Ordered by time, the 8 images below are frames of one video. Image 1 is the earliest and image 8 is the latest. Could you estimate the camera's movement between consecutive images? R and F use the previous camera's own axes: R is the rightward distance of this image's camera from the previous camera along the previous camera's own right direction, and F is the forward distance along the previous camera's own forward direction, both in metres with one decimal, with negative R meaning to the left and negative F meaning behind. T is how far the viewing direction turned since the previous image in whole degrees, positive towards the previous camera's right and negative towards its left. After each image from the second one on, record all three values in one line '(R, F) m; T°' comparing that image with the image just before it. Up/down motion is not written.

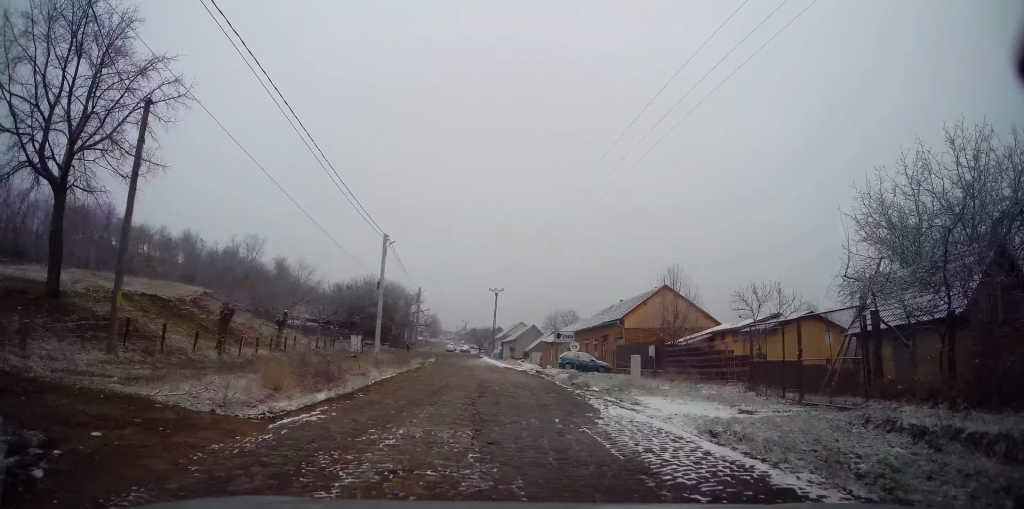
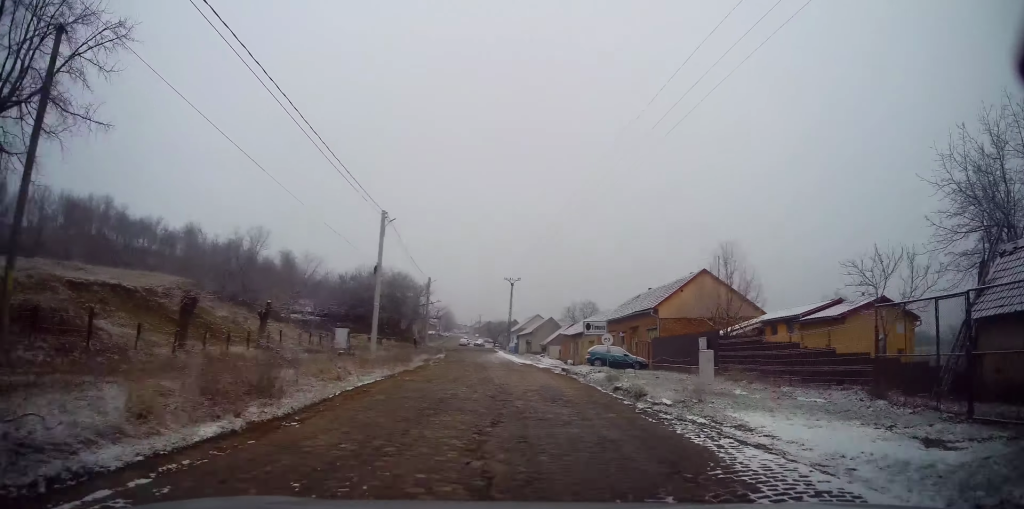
(-0.1, +5.3) m; -2°
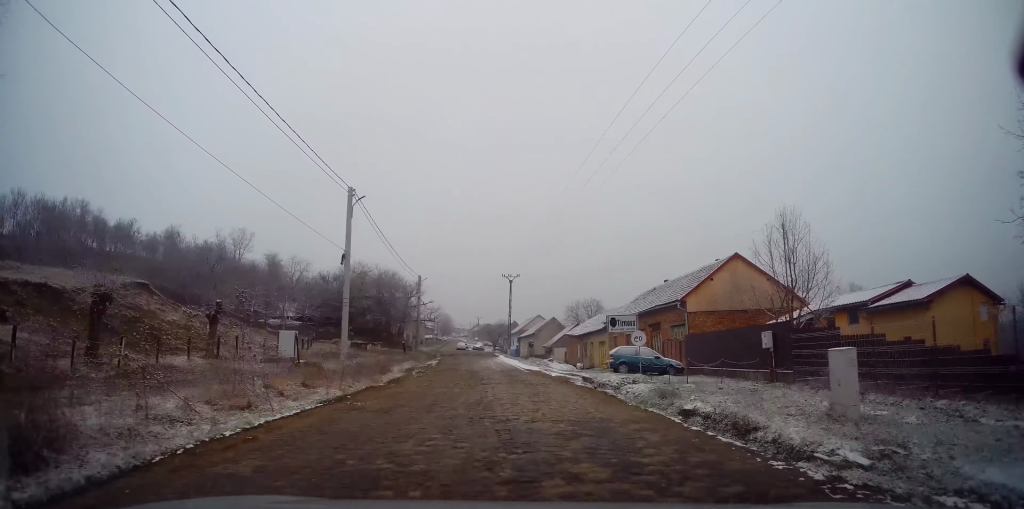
(-0.3, +6.3) m; -3°
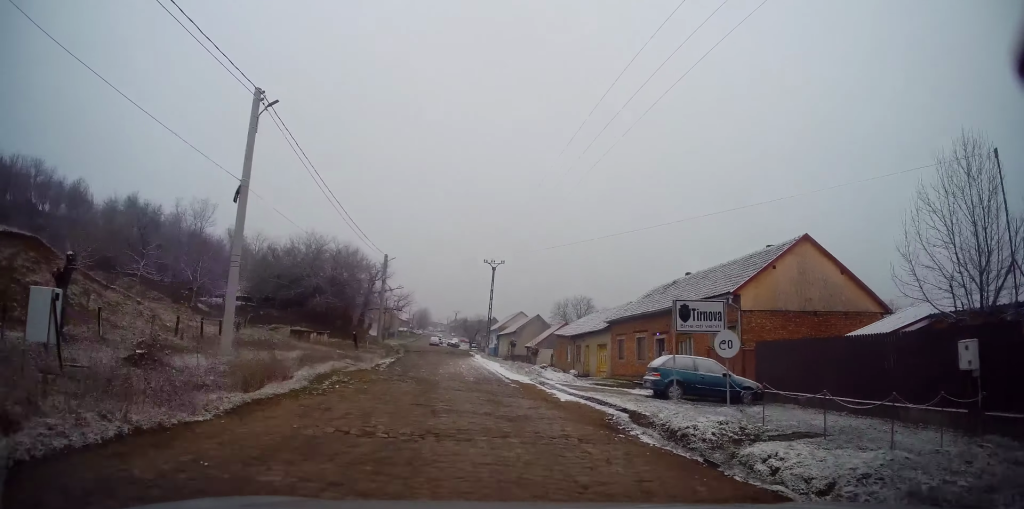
(0.0, +8.9) m; +2°
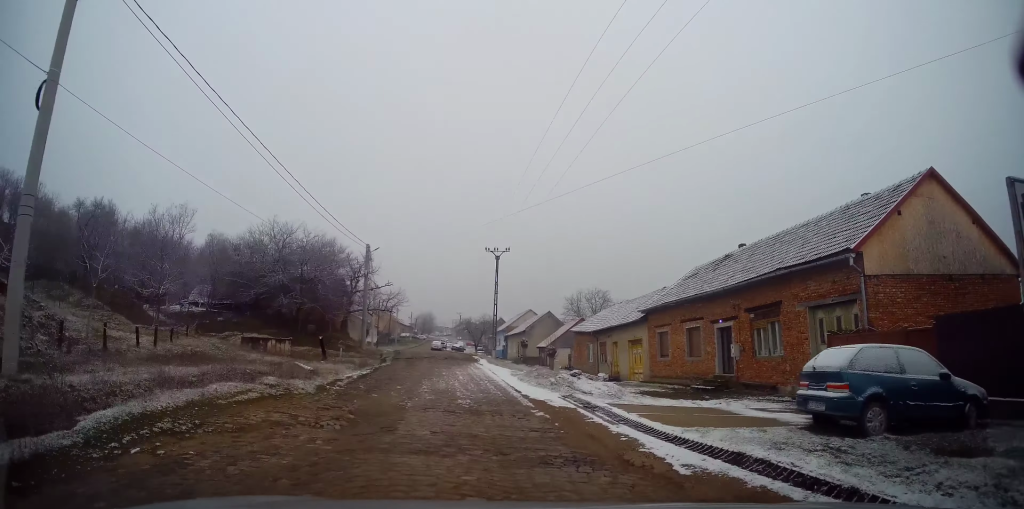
(-0.1, +9.1) m; -2°
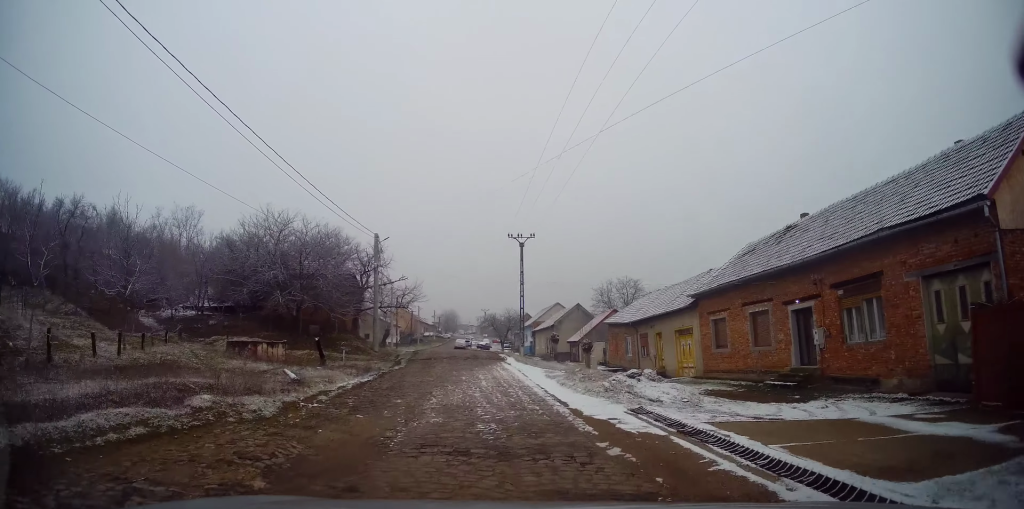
(+0.2, +5.5) m; 0°
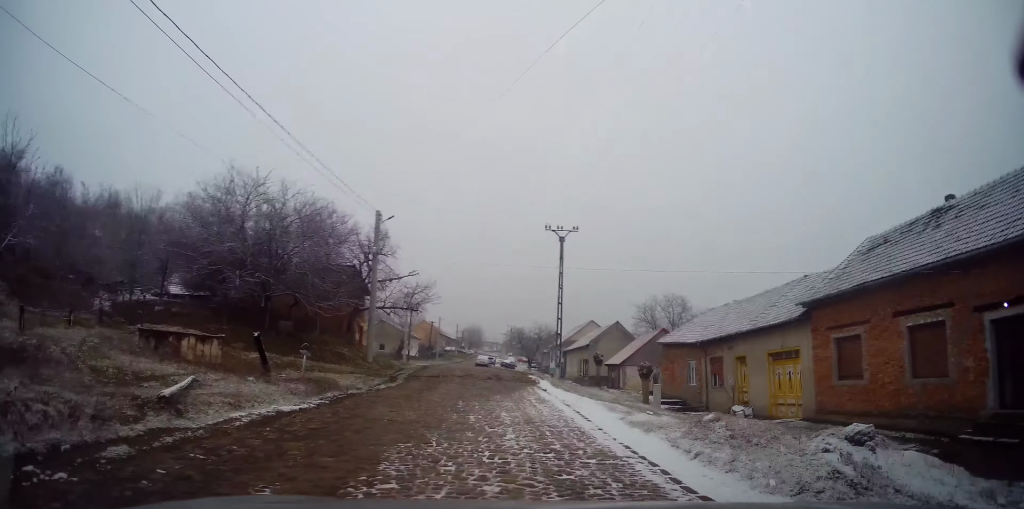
(-0.5, +8.8) m; -4°
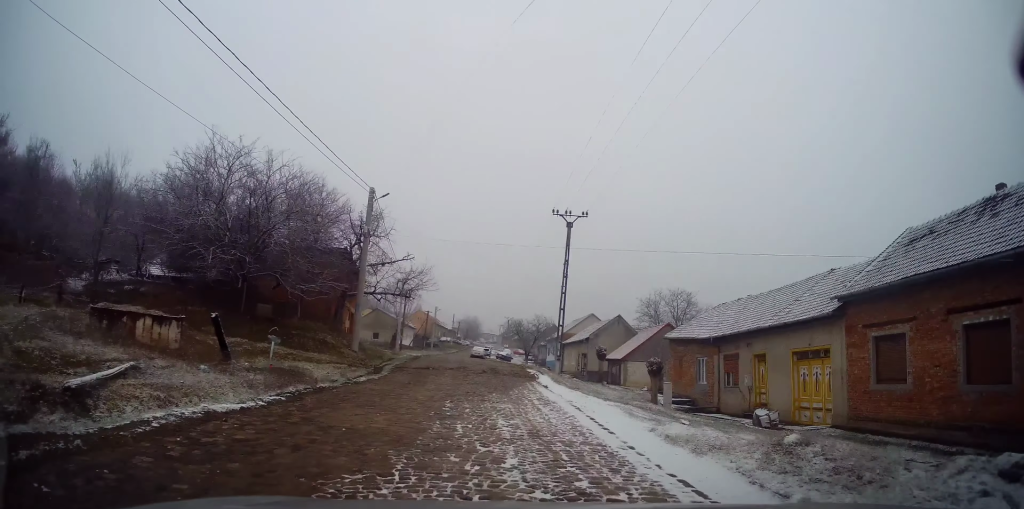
(0.0, +2.3) m; 0°
